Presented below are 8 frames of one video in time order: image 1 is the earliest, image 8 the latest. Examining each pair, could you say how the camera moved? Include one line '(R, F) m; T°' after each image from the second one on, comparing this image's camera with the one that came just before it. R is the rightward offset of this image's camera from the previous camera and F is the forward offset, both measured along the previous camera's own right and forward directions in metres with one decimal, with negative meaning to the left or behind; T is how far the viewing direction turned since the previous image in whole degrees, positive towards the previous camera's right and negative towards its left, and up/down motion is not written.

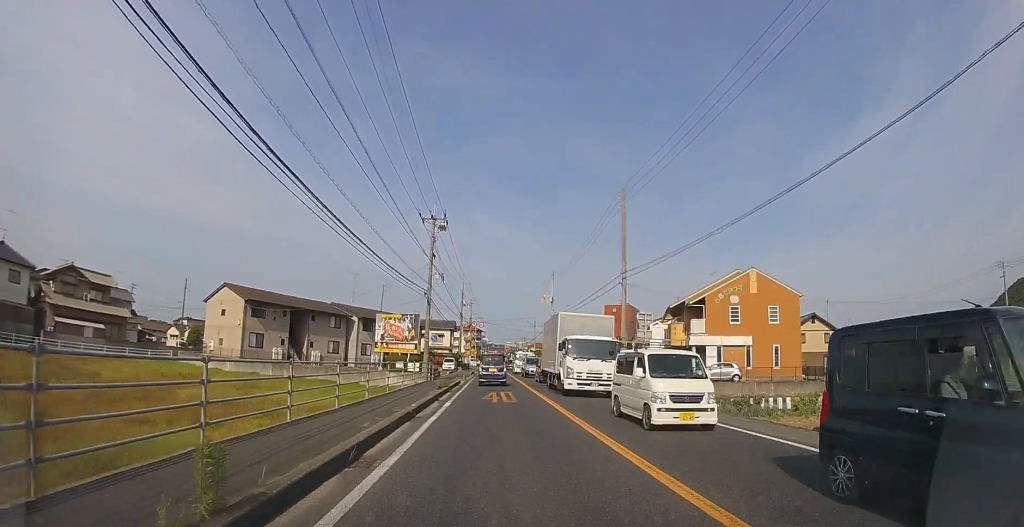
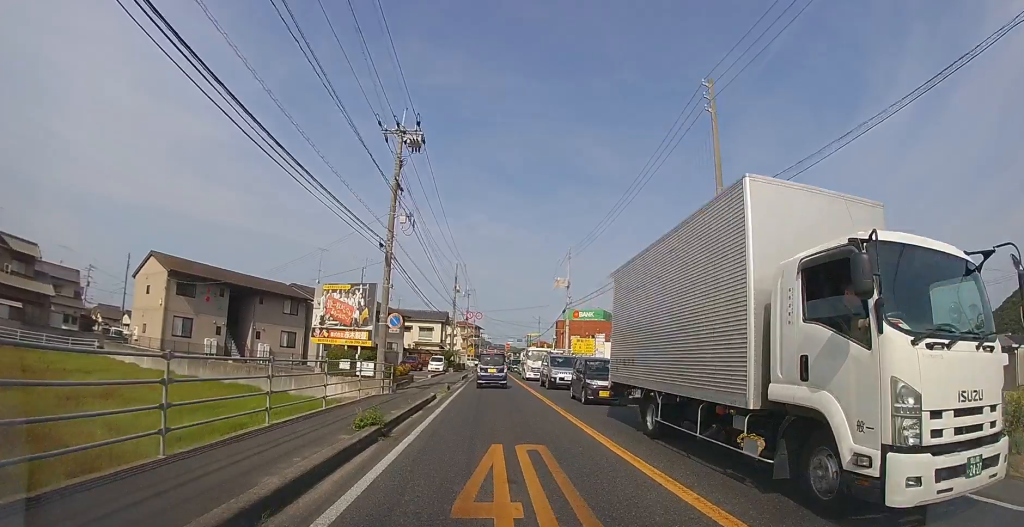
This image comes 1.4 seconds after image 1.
(+0.1, +13.2) m; +1°
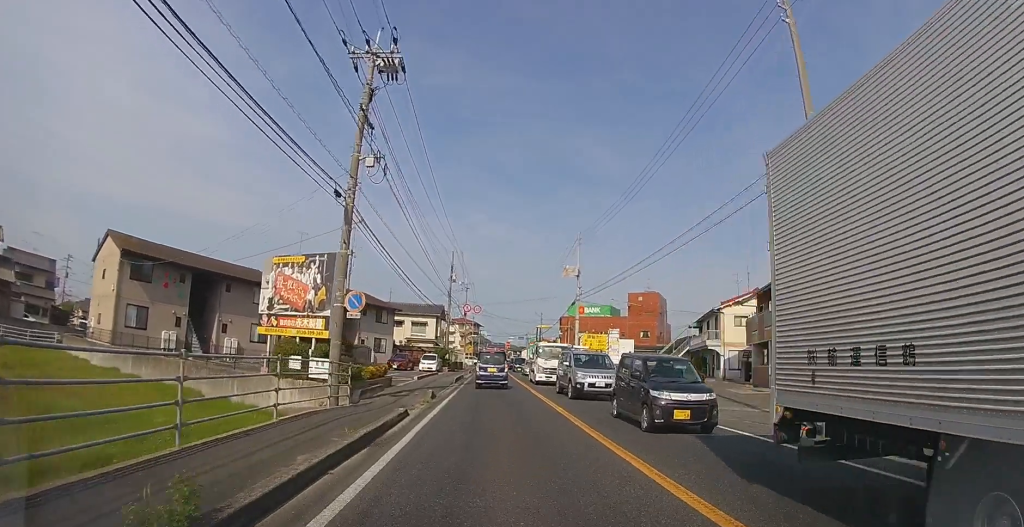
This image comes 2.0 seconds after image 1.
(0.0, +5.2) m; -1°
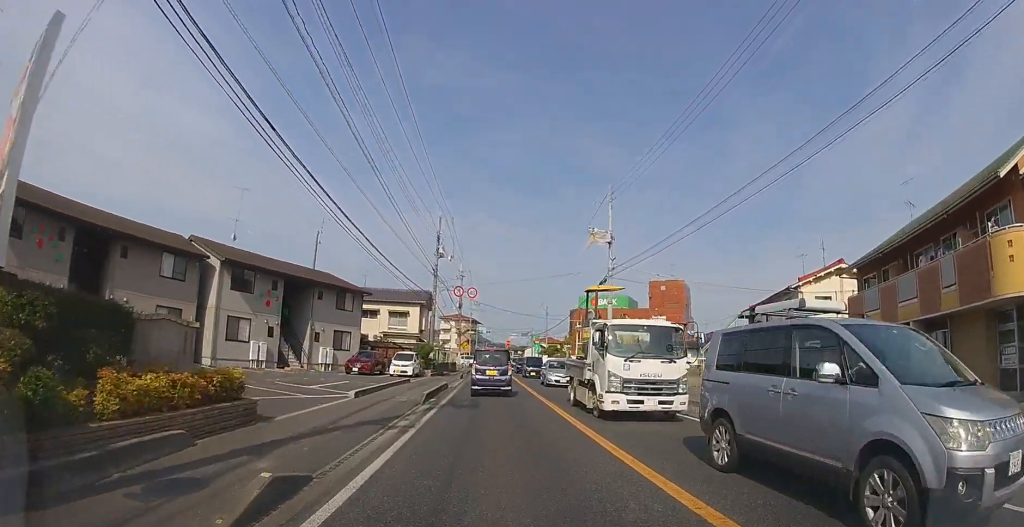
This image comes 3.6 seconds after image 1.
(-0.1, +12.5) m; -1°
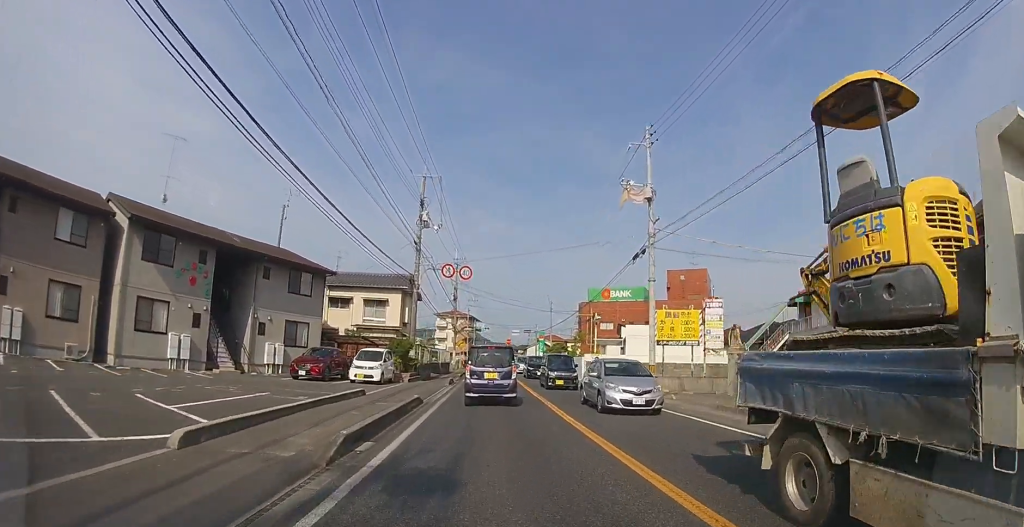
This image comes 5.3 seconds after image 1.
(+0.1, +9.6) m; 0°
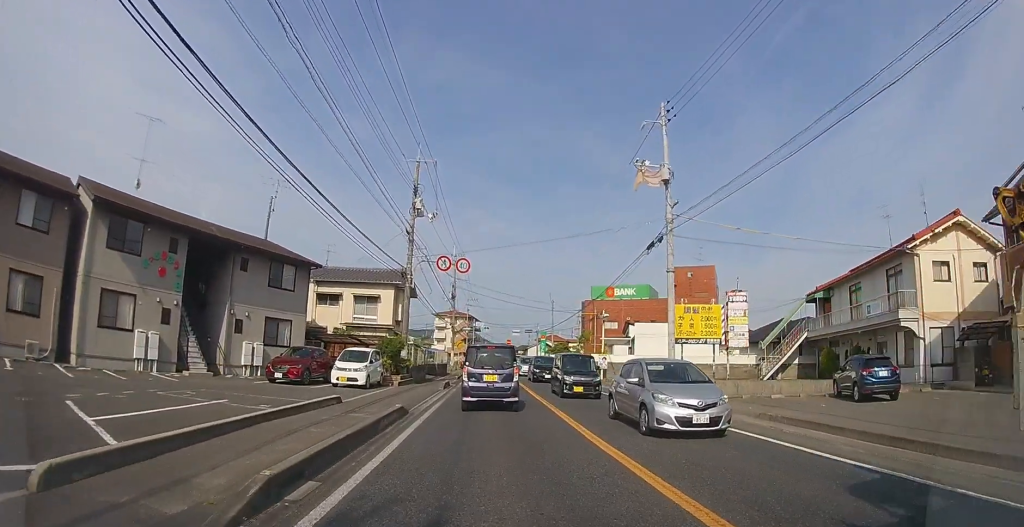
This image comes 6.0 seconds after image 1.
(0.0, +3.0) m; 0°
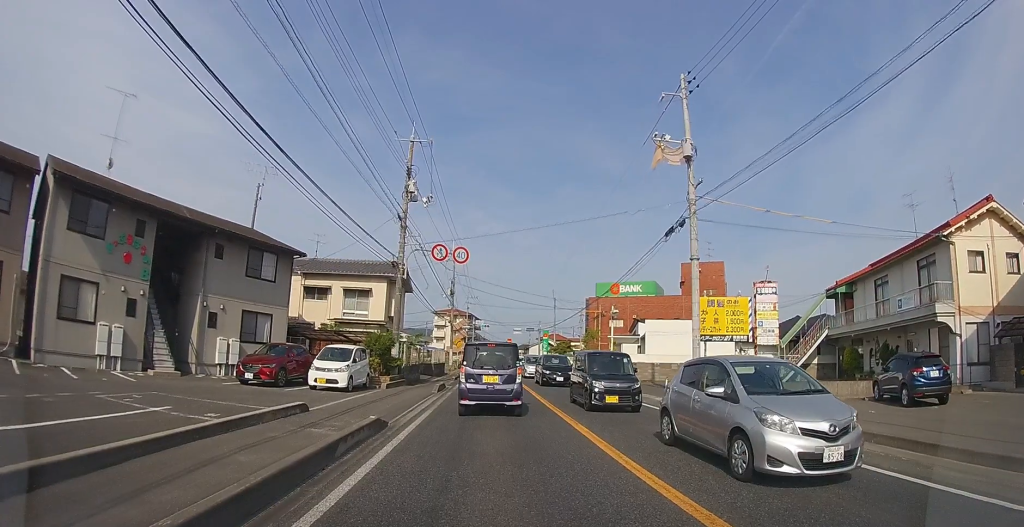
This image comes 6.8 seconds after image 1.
(0.0, +3.0) m; -1°
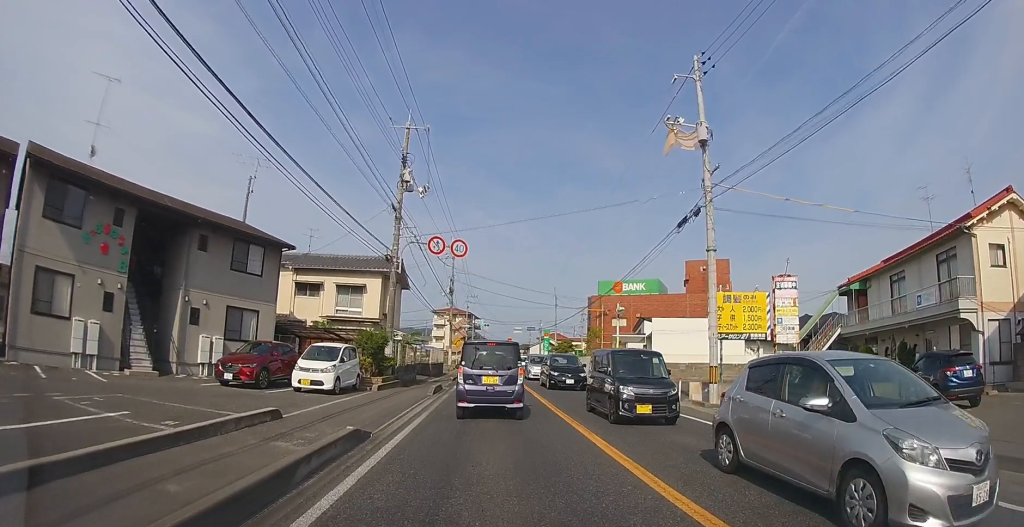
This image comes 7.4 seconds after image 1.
(0.0, +1.9) m; 0°
